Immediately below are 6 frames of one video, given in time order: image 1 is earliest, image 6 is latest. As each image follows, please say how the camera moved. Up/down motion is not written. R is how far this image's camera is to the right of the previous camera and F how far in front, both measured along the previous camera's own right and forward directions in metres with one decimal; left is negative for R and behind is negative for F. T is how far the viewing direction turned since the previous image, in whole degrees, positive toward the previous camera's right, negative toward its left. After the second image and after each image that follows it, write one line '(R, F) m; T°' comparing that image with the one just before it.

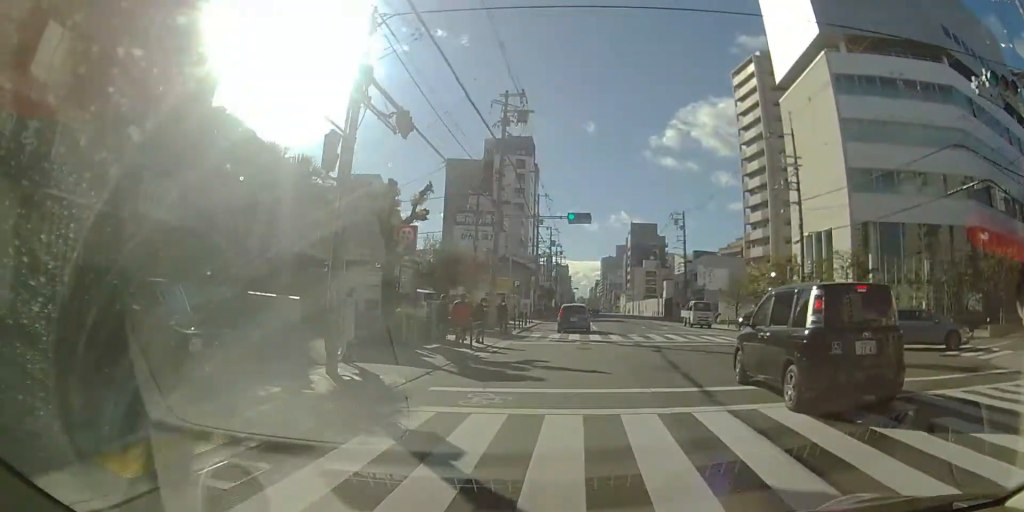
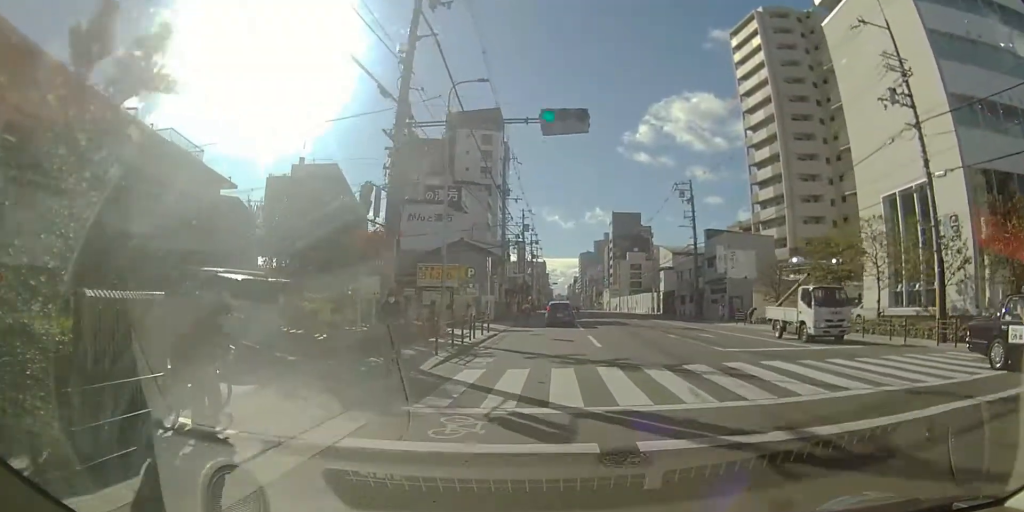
(-0.4, +13.5) m; -1°
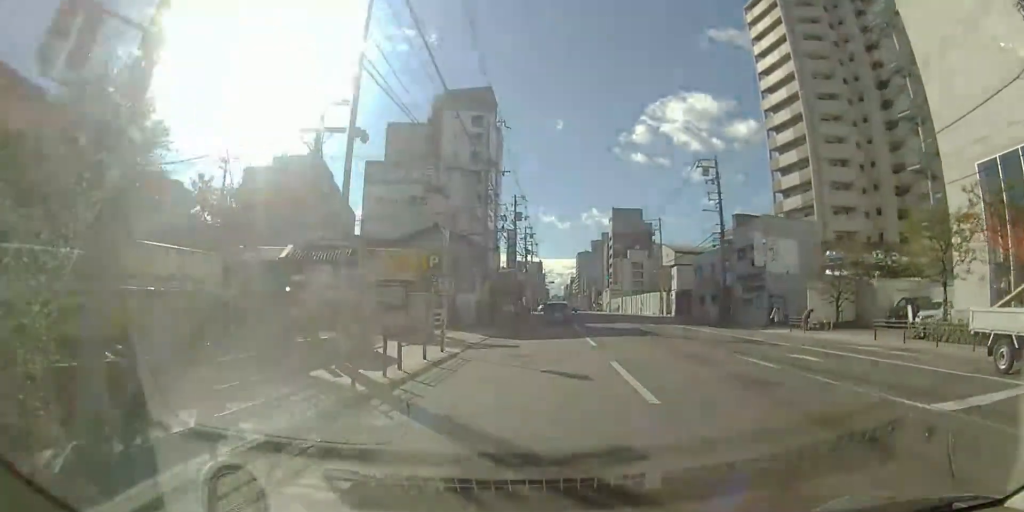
(0.0, +8.4) m; +3°
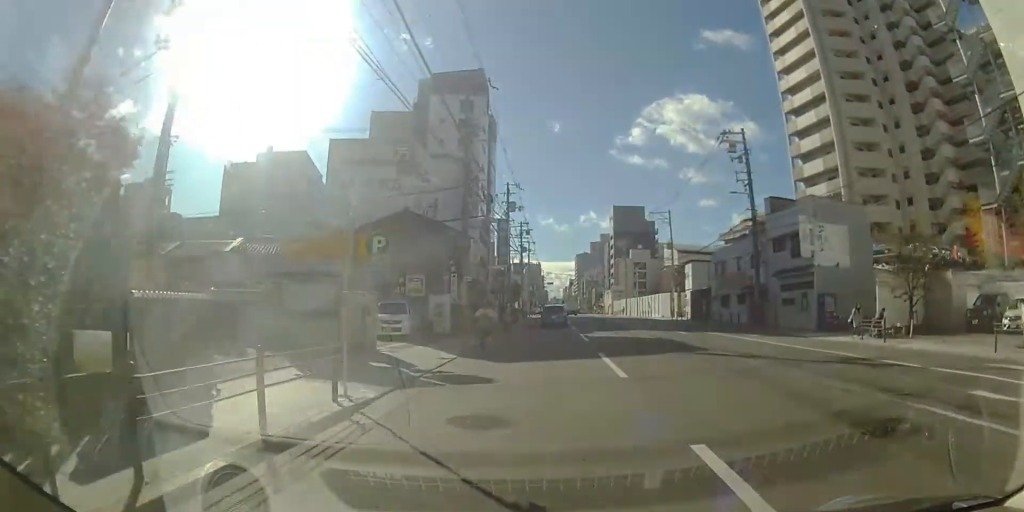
(+0.3, +7.0) m; +1°
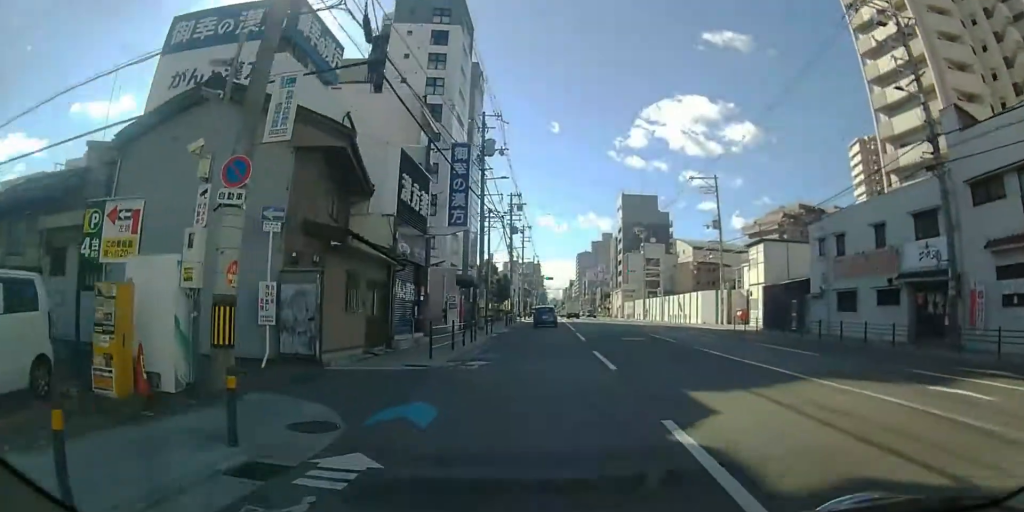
(-0.2, +18.4) m; -1°
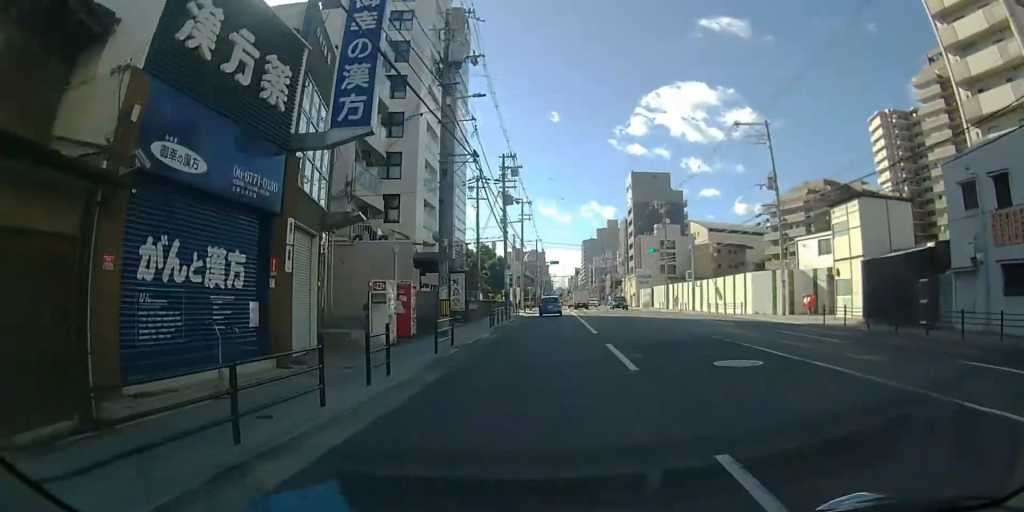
(+0.2, +11.8) m; +1°
